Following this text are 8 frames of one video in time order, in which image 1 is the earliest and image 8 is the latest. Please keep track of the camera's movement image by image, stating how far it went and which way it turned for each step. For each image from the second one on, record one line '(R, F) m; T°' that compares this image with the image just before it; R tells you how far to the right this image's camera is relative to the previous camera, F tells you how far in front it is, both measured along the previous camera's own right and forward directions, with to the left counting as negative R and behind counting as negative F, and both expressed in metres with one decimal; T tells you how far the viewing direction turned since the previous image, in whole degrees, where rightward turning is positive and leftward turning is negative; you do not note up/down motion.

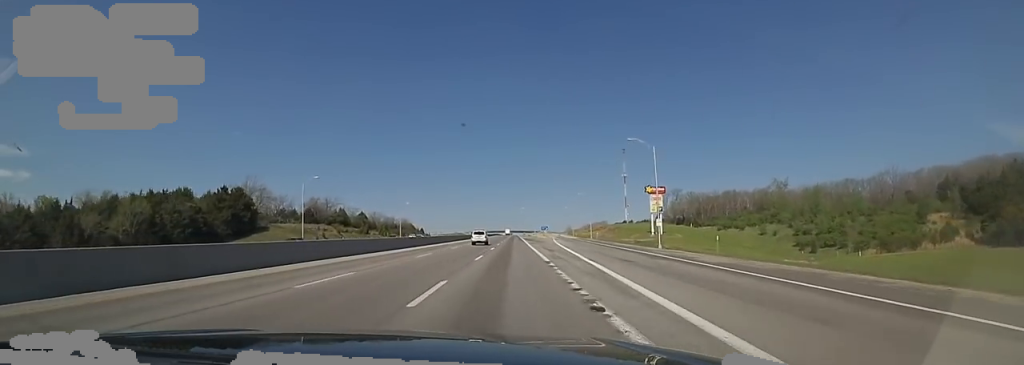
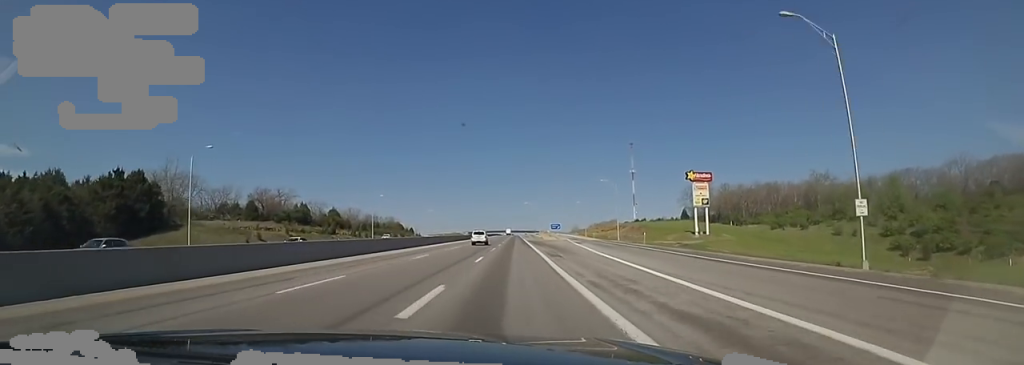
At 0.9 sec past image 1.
(-1.2, +31.6) m; -2°
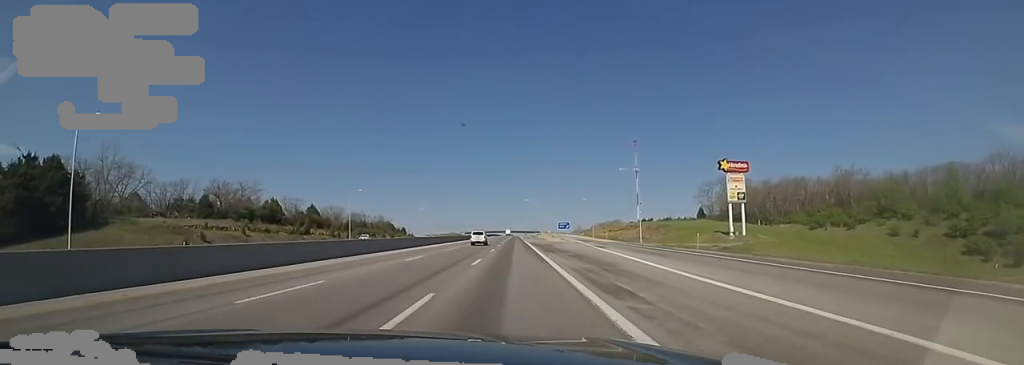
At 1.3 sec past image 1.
(0.0, +17.0) m; 0°
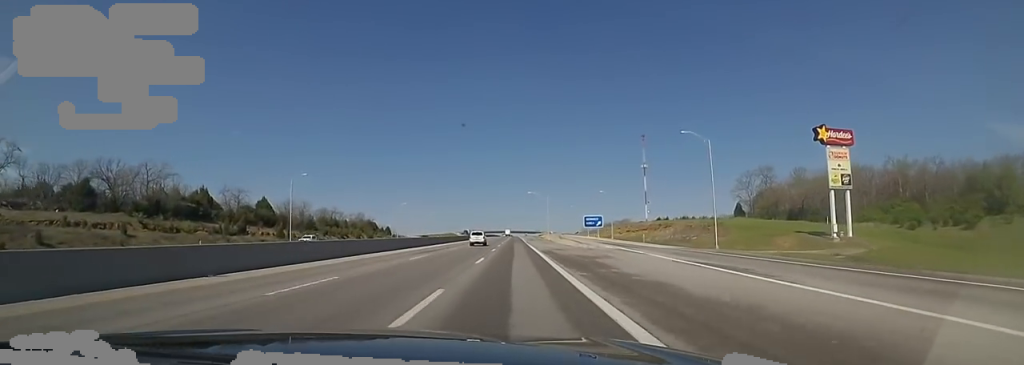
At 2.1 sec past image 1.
(0.0, +29.3) m; 0°
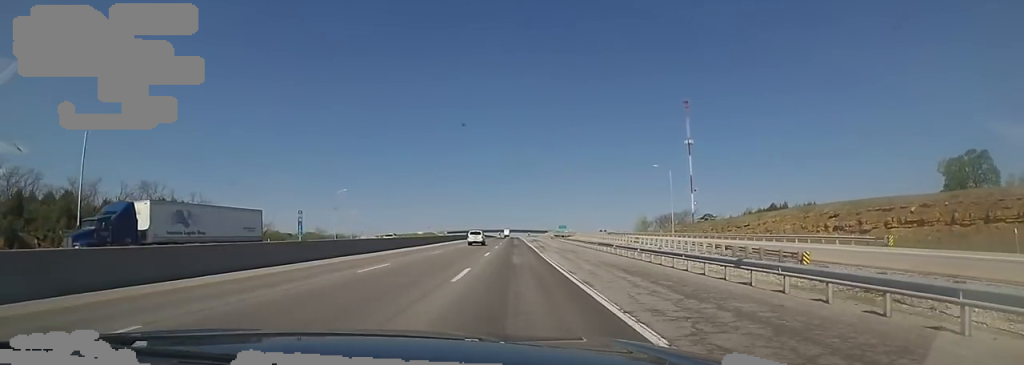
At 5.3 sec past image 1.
(+2.1, +115.4) m; 0°
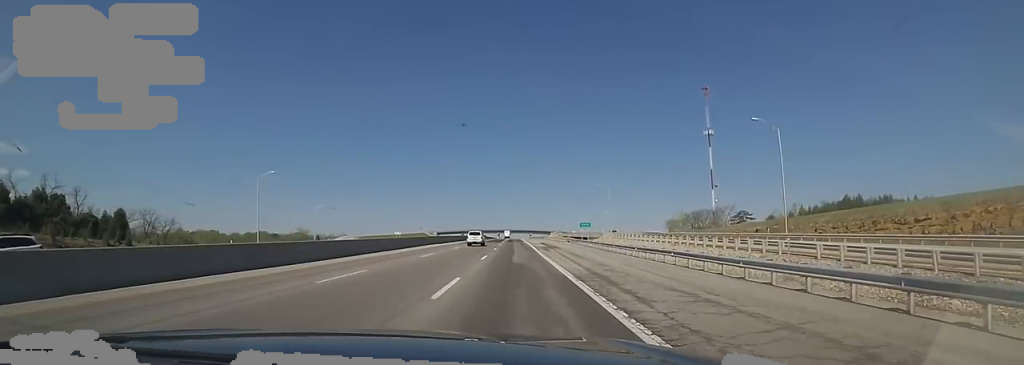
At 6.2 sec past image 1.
(+0.4, +33.9) m; +2°
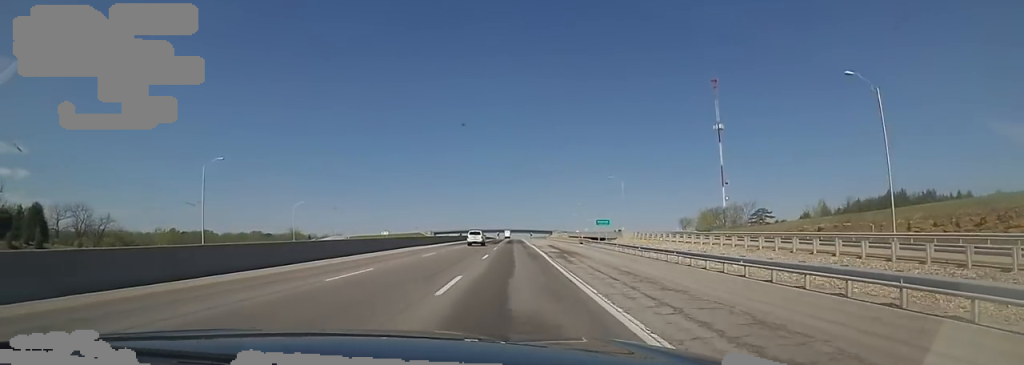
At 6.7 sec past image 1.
(+0.7, +15.8) m; 0°
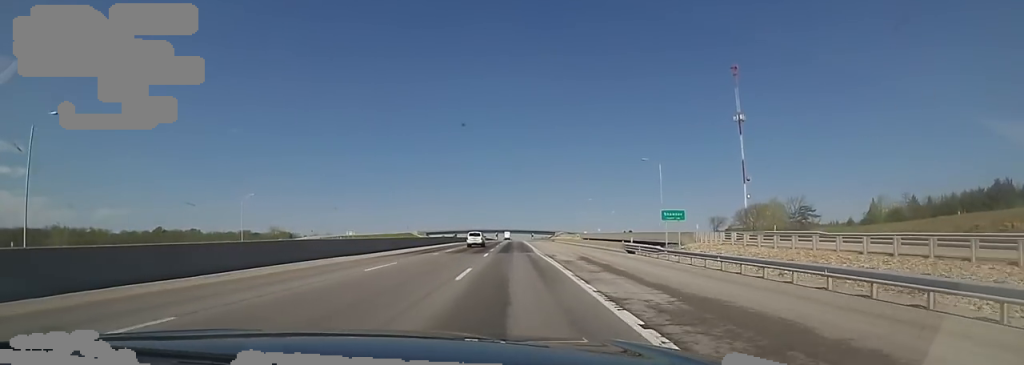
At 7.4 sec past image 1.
(-0.3, +26.8) m; -1°
